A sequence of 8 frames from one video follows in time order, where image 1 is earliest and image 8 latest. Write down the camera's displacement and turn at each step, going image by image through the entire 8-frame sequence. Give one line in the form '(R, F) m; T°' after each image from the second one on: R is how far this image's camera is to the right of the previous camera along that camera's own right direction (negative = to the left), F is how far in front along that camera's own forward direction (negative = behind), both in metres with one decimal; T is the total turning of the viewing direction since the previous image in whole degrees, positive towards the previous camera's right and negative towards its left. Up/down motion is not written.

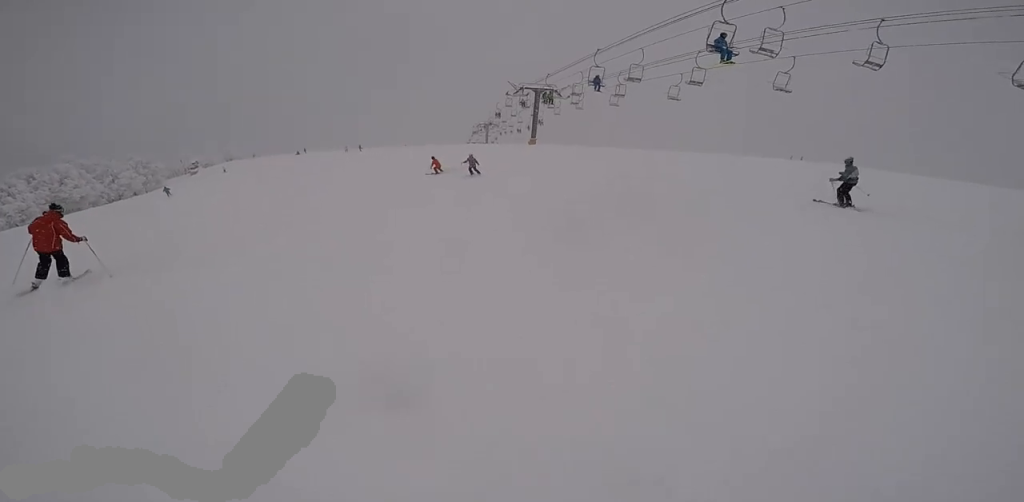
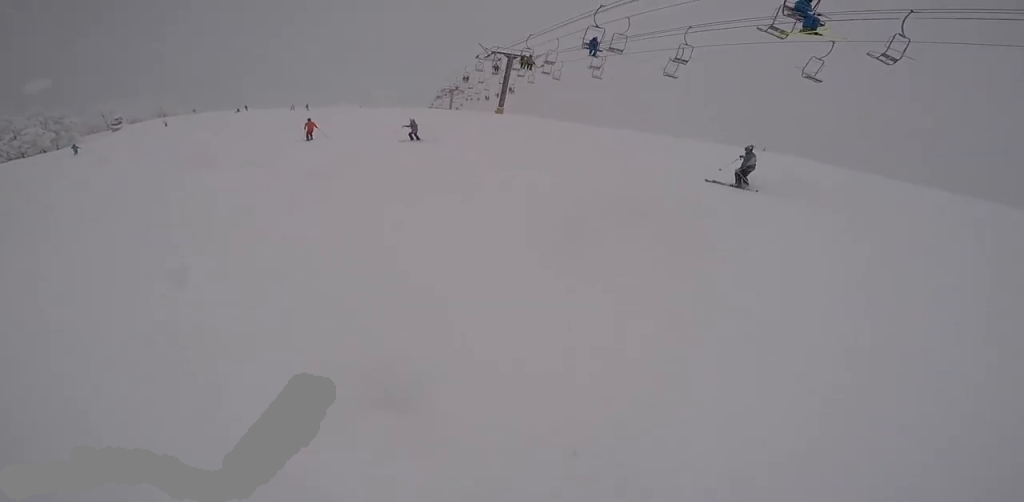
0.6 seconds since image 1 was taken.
(+1.0, +3.9) m; +17°
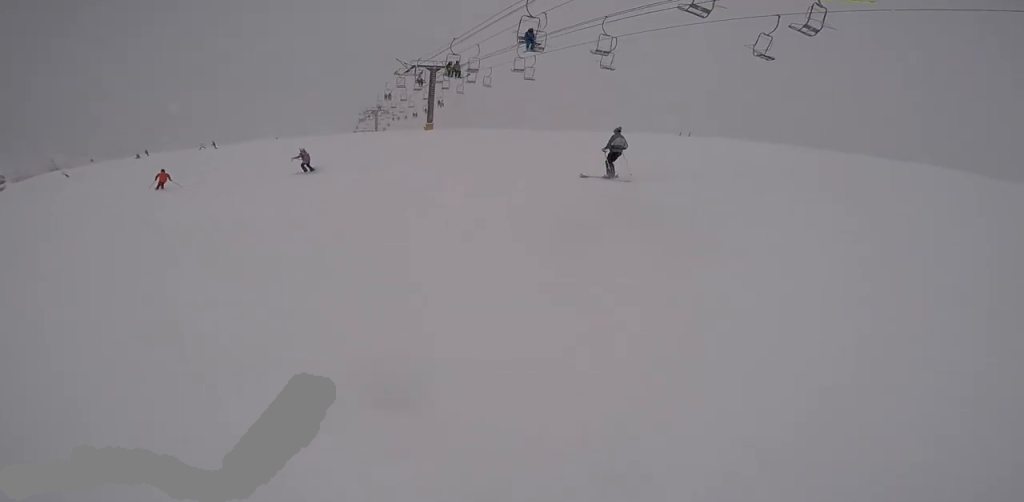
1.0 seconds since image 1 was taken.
(+0.3, +2.6) m; +3°
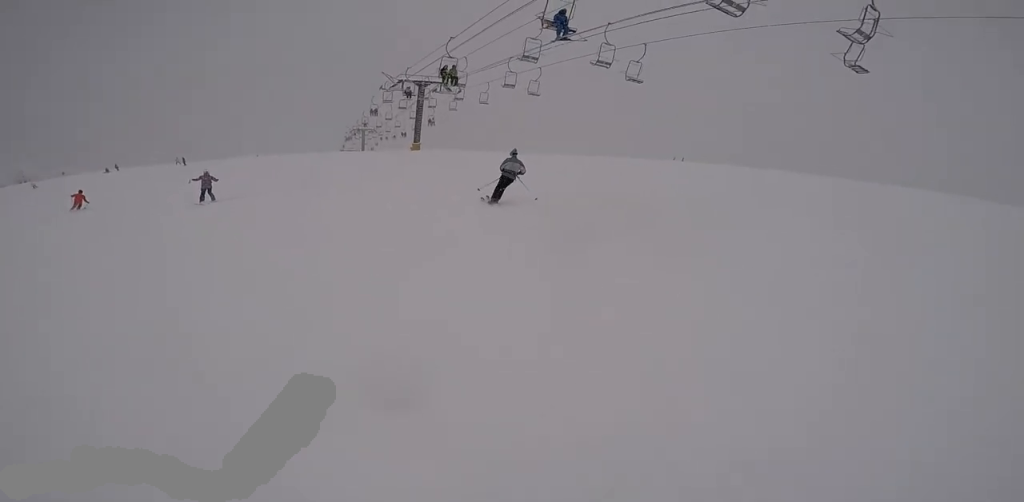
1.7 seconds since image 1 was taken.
(+0.7, +3.8) m; -9°
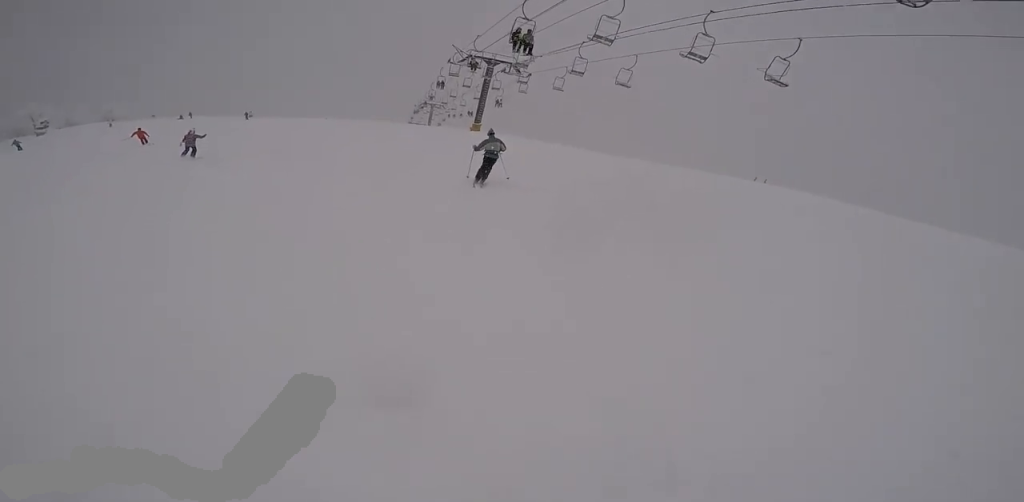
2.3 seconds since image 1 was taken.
(-0.9, +3.9) m; -16°
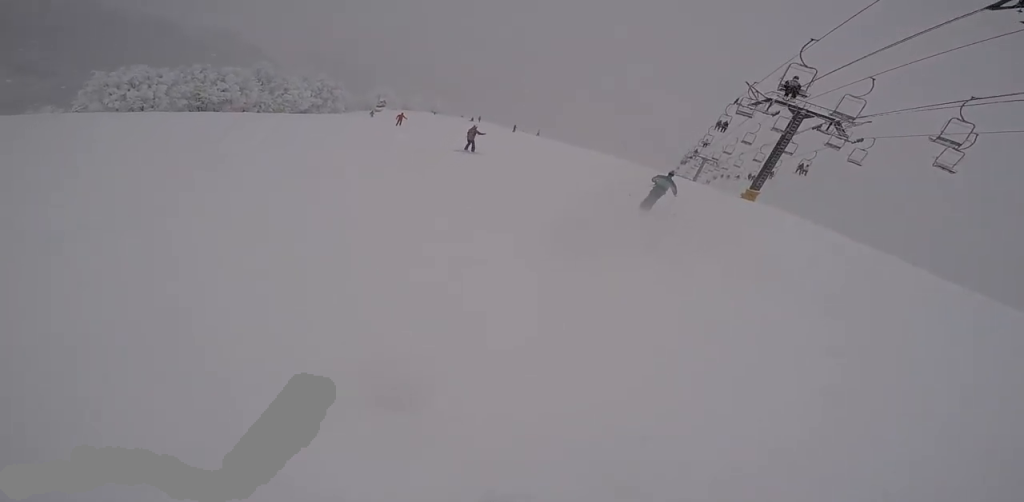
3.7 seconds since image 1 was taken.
(-3.0, +9.5) m; -23°
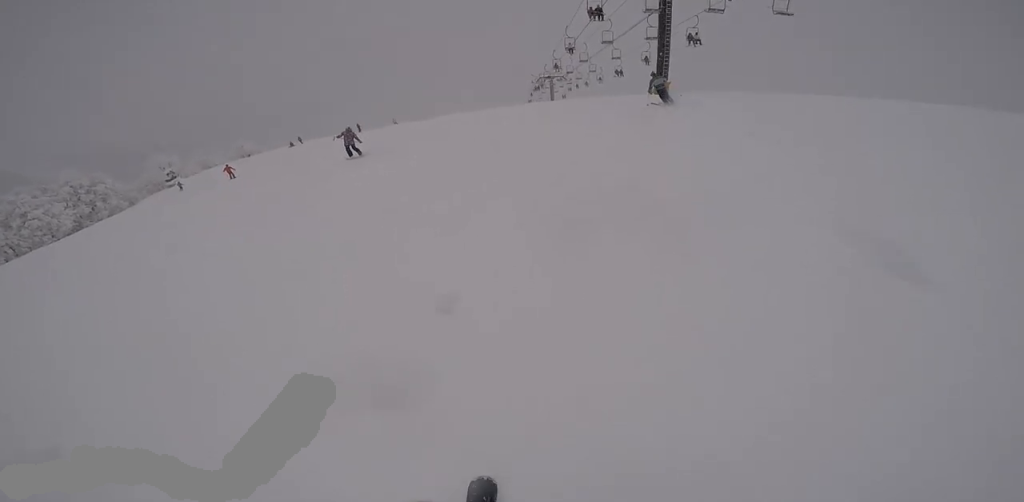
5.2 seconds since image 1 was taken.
(+1.1, +9.6) m; +18°
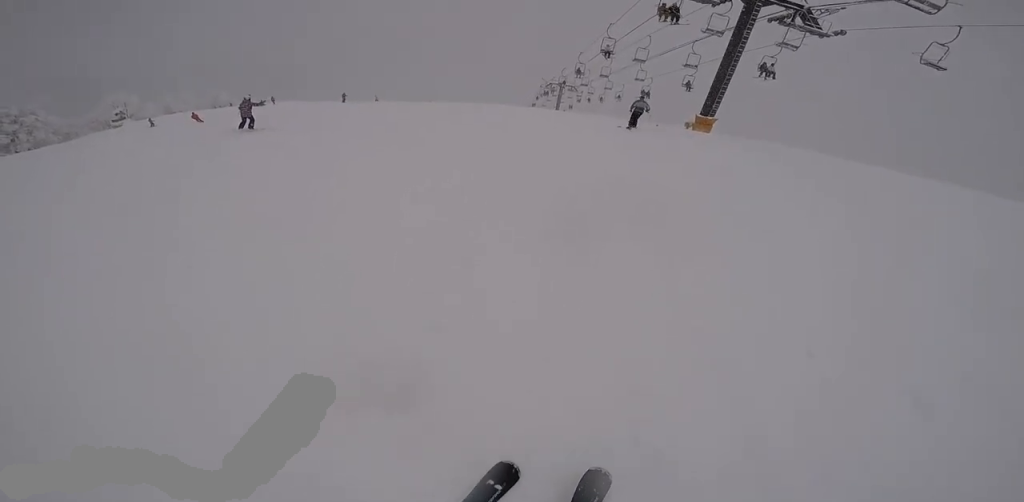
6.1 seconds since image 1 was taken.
(+0.9, +6.2) m; +1°
